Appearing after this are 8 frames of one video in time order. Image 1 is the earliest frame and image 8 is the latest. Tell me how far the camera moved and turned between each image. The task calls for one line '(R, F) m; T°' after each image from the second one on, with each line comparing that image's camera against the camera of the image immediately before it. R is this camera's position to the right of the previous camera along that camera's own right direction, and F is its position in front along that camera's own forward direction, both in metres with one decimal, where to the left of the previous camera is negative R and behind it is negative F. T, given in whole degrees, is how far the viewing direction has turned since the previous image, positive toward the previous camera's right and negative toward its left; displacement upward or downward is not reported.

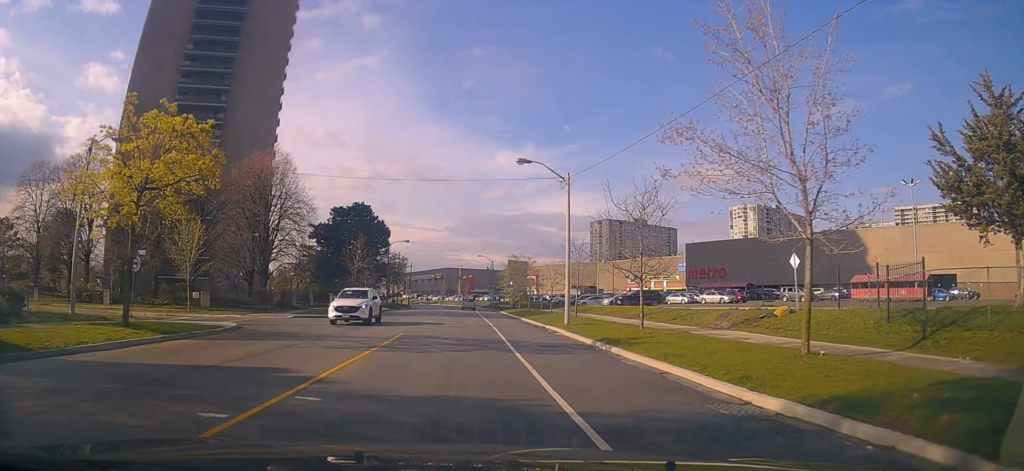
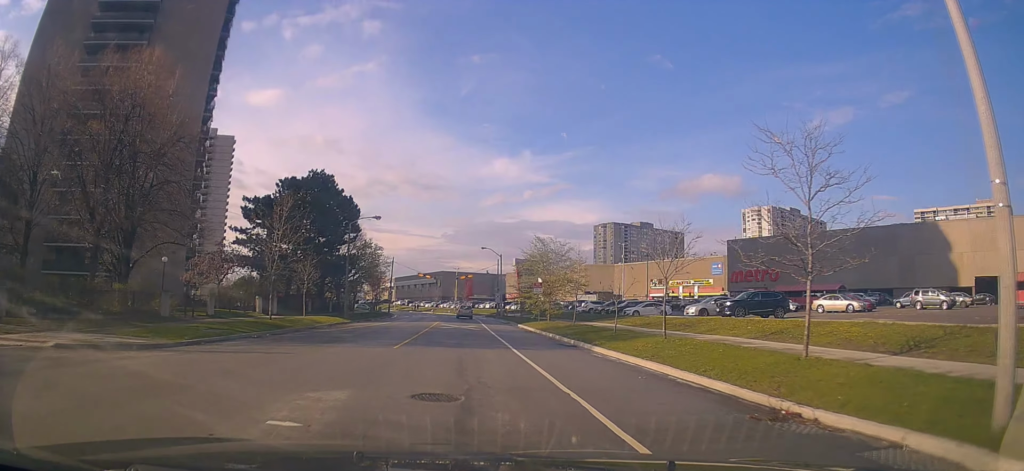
(0.0, +23.9) m; +1°
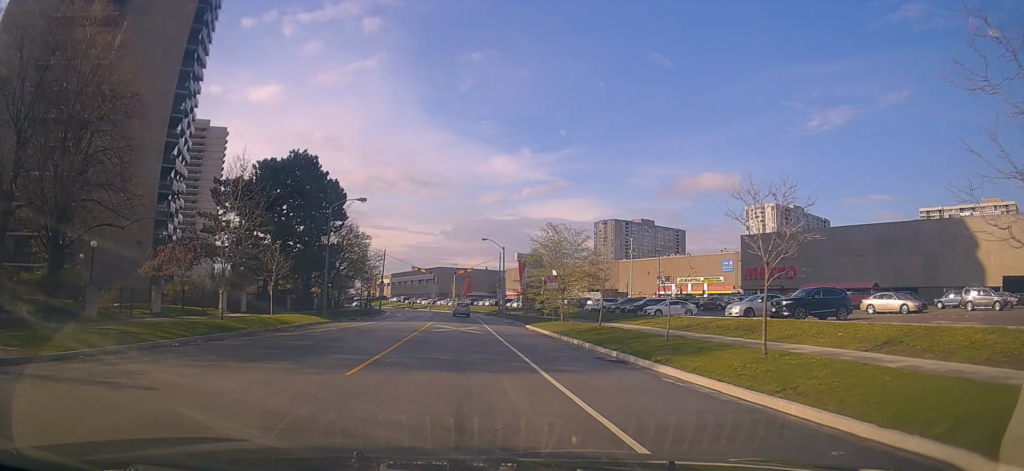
(+0.1, +6.6) m; 0°
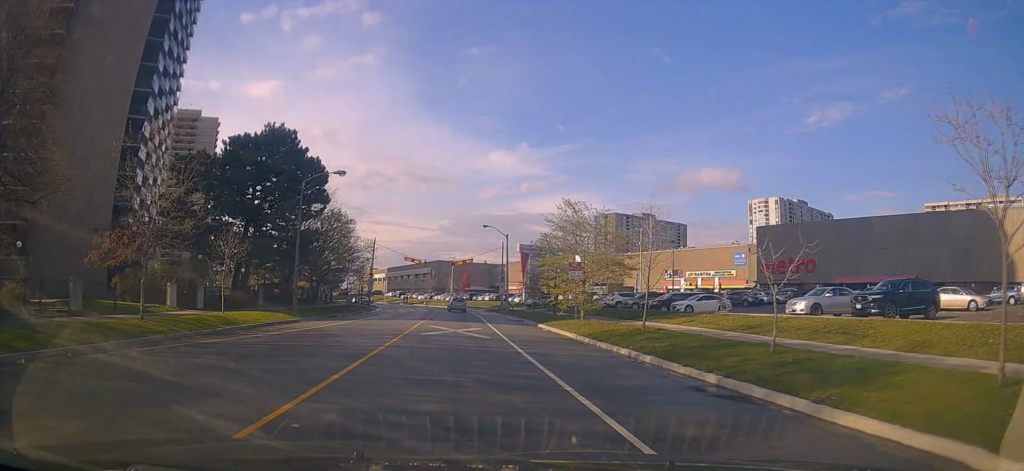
(-0.3, +7.2) m; +2°
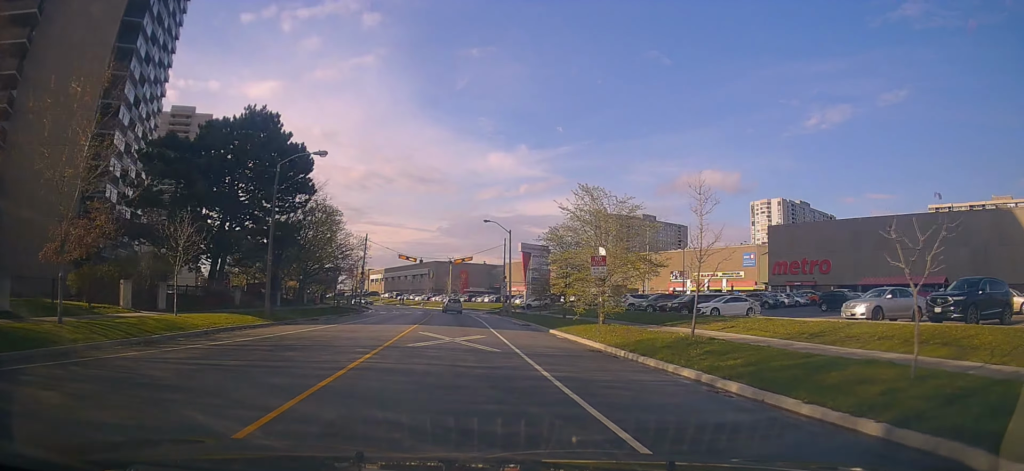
(+0.1, +4.6) m; +1°
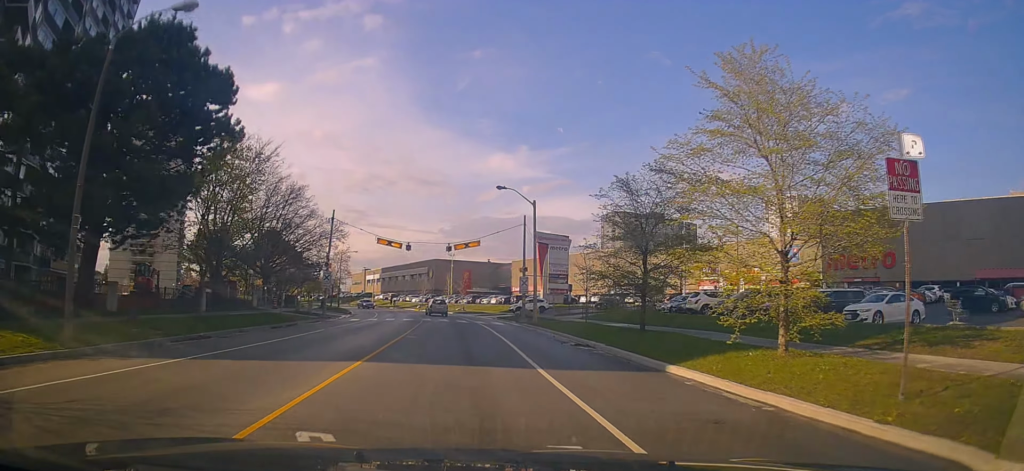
(+0.1, +15.7) m; -3°
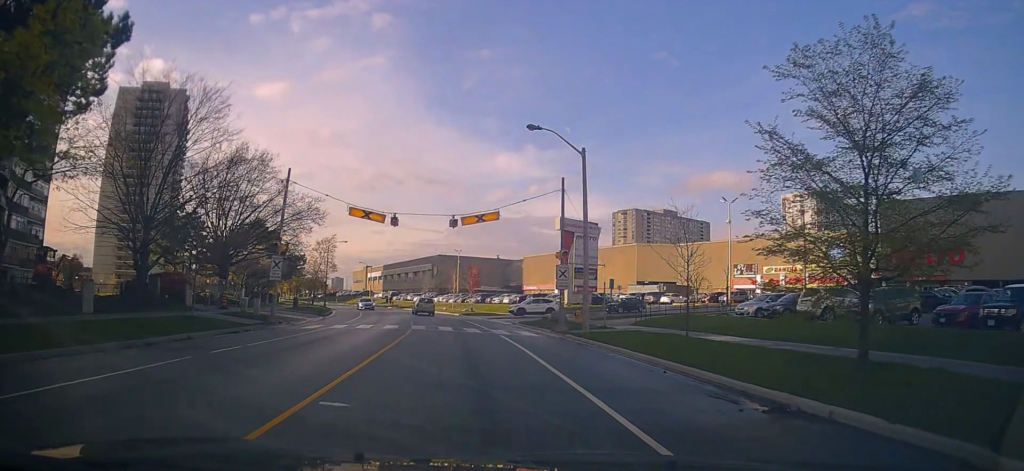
(-0.2, +12.5) m; -1°
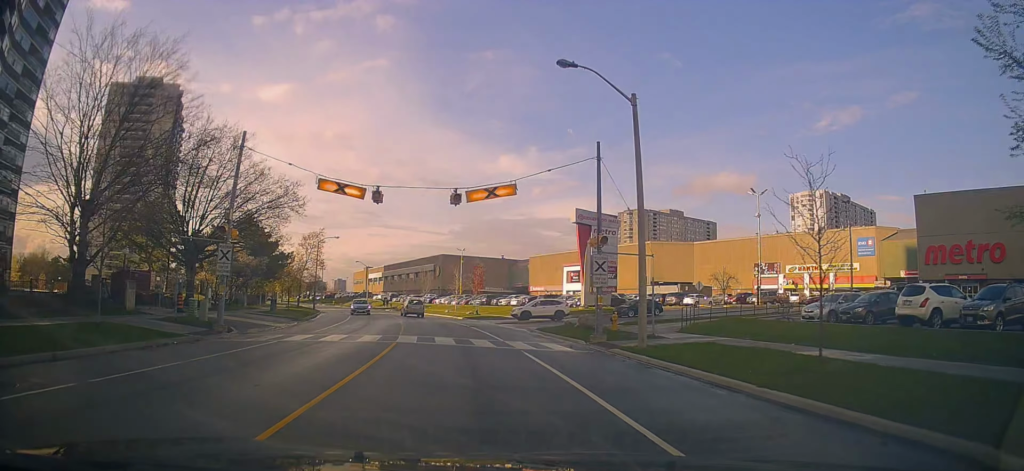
(0.0, +7.0) m; 0°
